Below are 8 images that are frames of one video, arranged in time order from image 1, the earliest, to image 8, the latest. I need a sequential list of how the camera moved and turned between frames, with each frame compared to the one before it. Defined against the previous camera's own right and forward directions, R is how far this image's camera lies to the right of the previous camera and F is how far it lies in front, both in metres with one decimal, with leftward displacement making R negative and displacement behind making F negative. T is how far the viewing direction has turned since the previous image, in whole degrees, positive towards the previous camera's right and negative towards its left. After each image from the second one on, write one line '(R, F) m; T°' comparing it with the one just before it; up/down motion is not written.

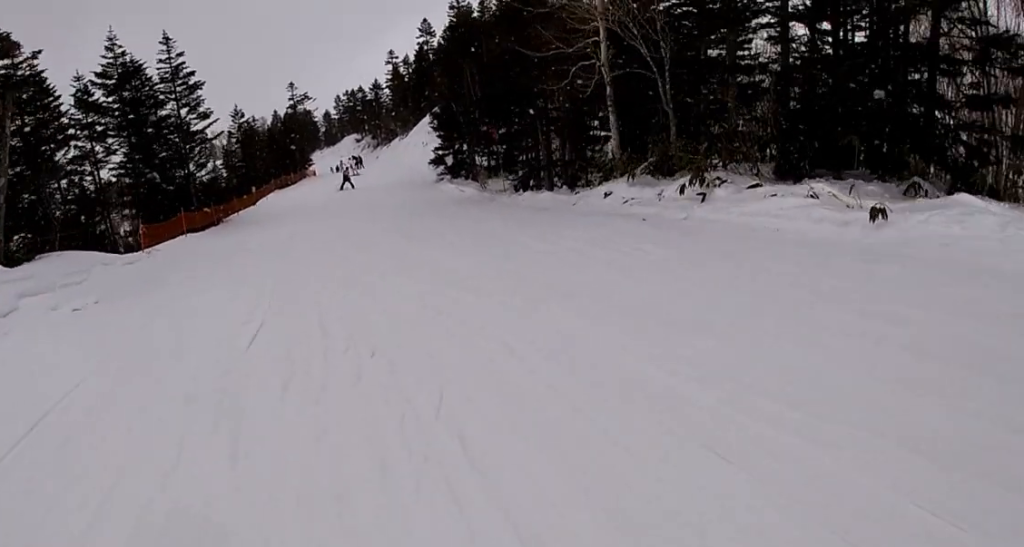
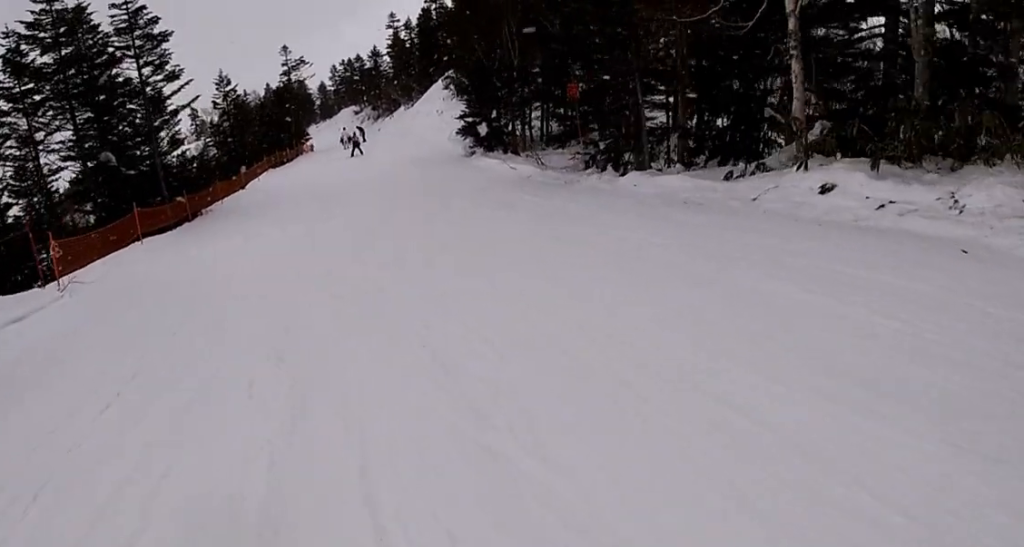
(-0.7, +7.0) m; -5°
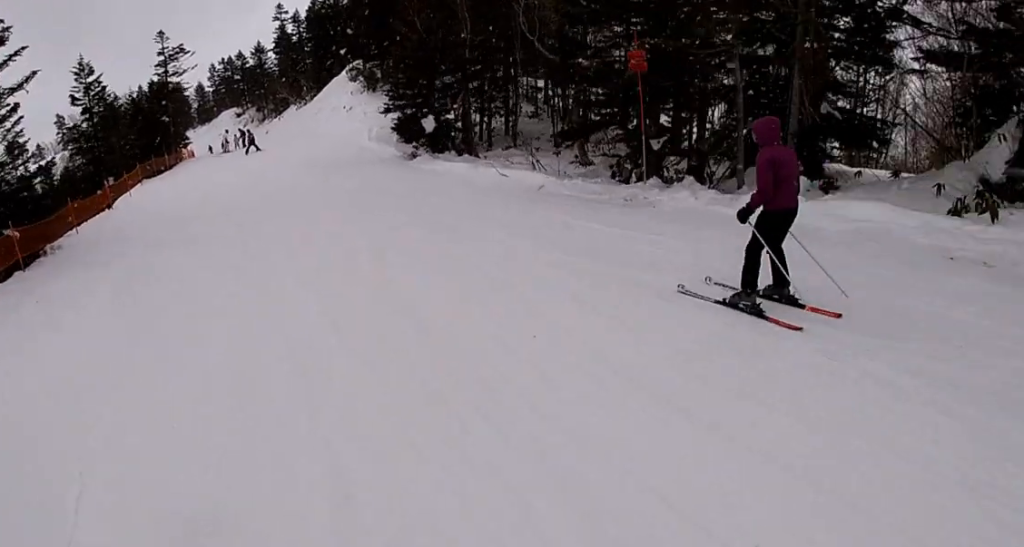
(+0.1, +7.3) m; +7°
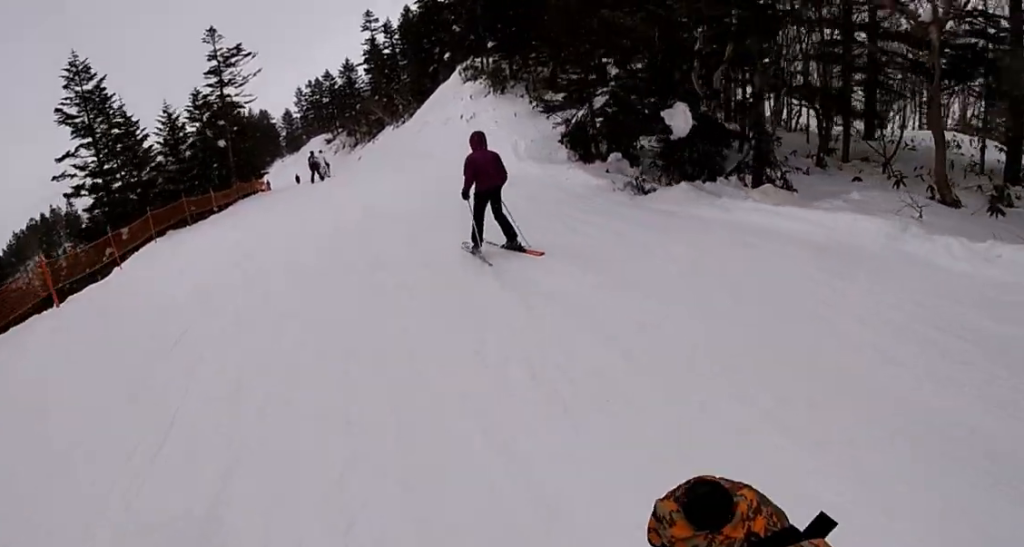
(+0.8, +11.6) m; +2°
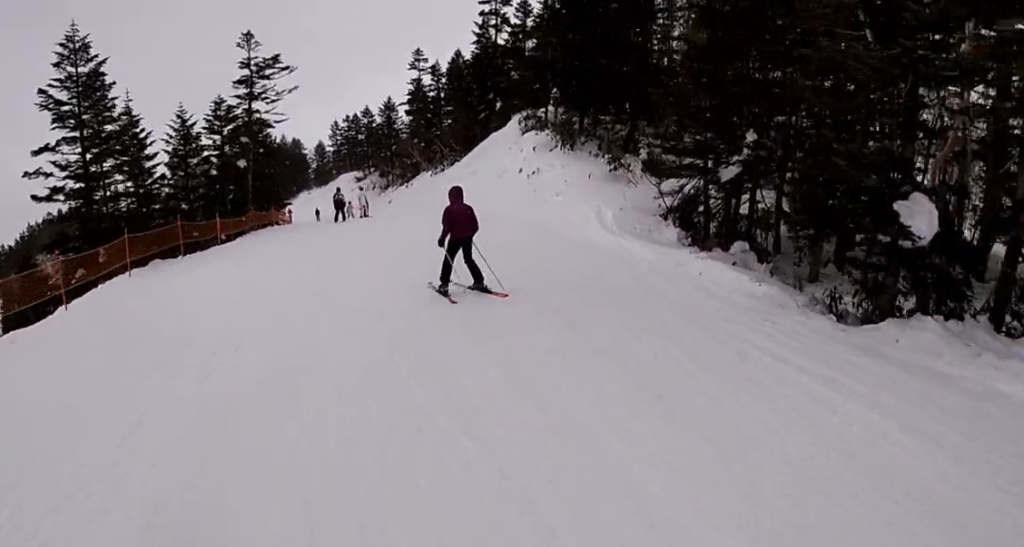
(-0.6, +4.2) m; 0°
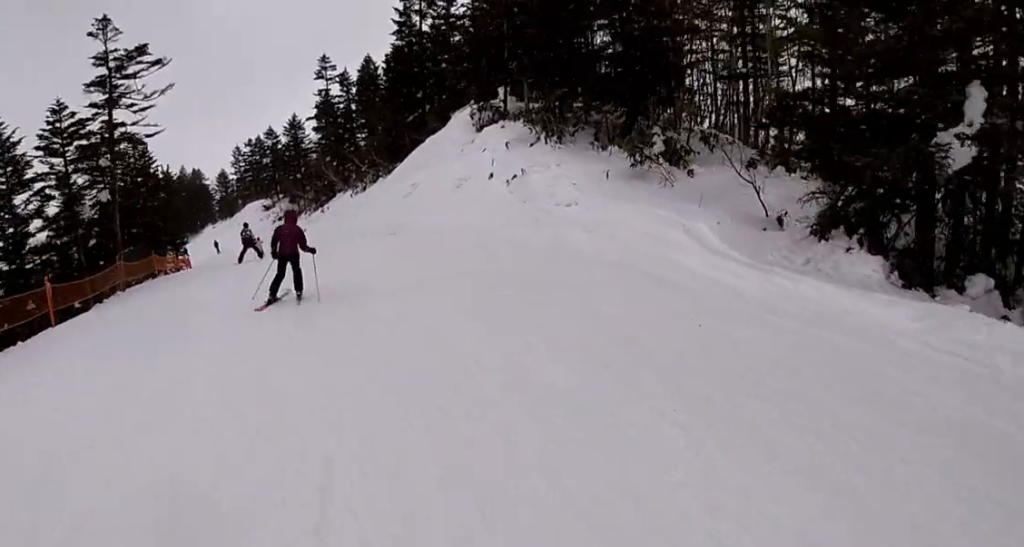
(+0.9, +7.1) m; +7°
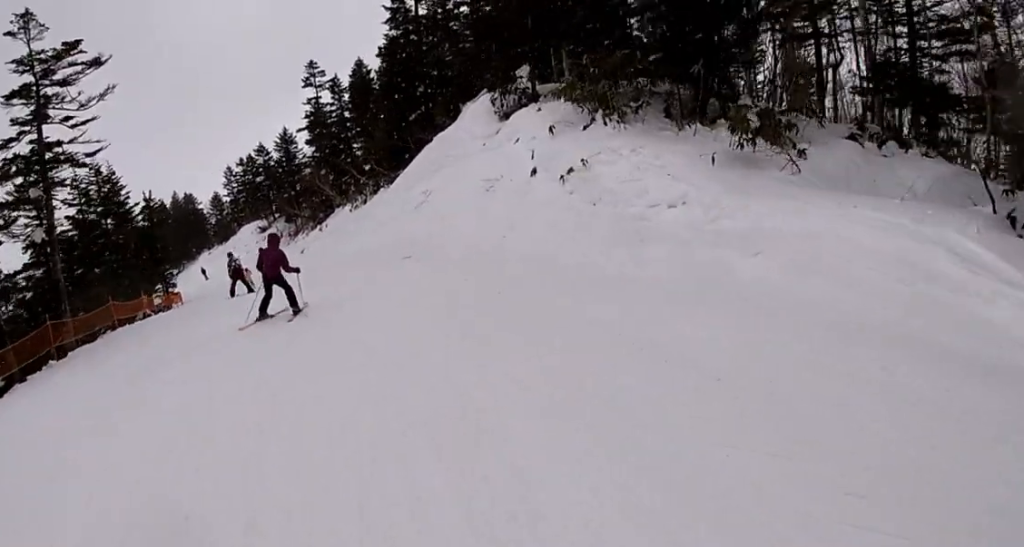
(0.0, +4.3) m; -3°
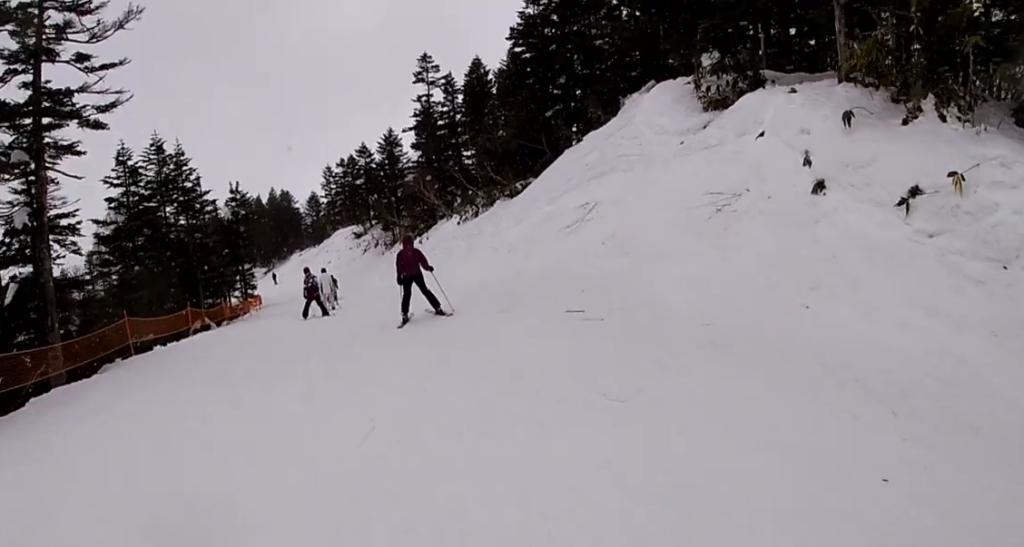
(-0.3, +5.9) m; -7°
